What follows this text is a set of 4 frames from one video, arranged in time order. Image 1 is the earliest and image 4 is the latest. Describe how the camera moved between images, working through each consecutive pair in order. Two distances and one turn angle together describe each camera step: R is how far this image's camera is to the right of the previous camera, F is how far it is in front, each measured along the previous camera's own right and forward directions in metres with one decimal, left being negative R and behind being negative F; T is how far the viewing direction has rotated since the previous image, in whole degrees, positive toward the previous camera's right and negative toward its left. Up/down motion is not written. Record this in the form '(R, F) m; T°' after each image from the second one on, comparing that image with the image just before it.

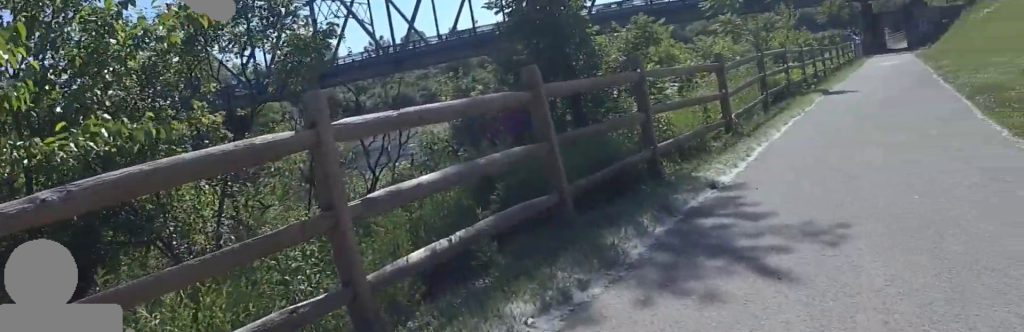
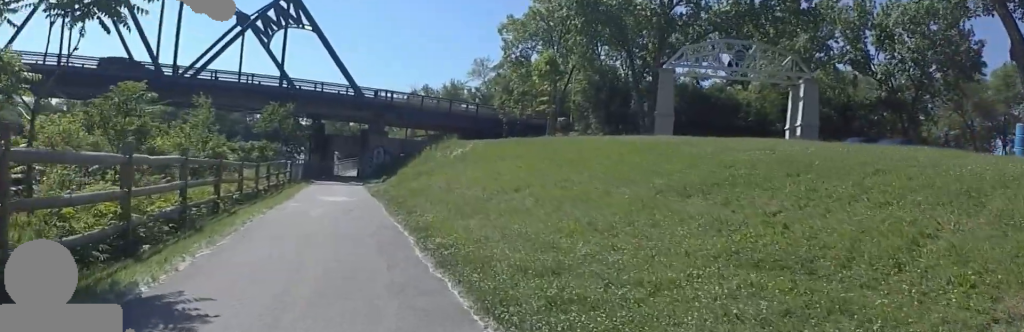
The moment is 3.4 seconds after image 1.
(+7.3, +7.6) m; +38°
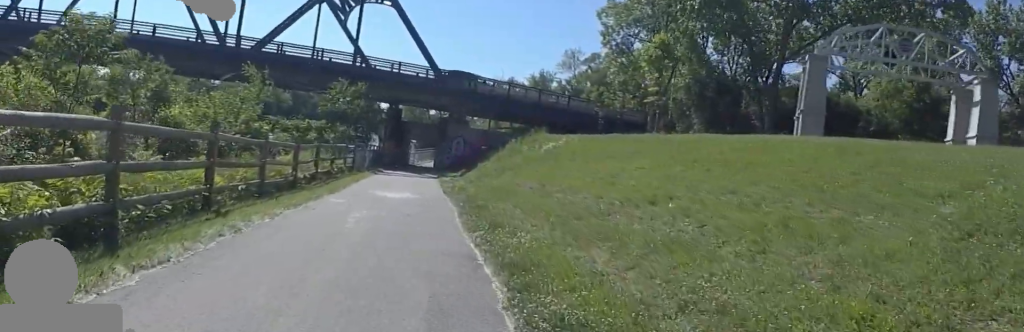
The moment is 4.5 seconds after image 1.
(-0.6, +4.4) m; 0°
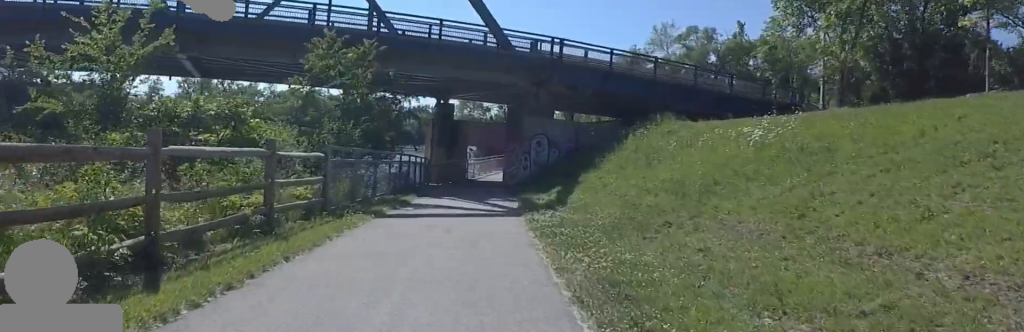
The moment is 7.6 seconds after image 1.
(+0.7, +14.3) m; +6°
